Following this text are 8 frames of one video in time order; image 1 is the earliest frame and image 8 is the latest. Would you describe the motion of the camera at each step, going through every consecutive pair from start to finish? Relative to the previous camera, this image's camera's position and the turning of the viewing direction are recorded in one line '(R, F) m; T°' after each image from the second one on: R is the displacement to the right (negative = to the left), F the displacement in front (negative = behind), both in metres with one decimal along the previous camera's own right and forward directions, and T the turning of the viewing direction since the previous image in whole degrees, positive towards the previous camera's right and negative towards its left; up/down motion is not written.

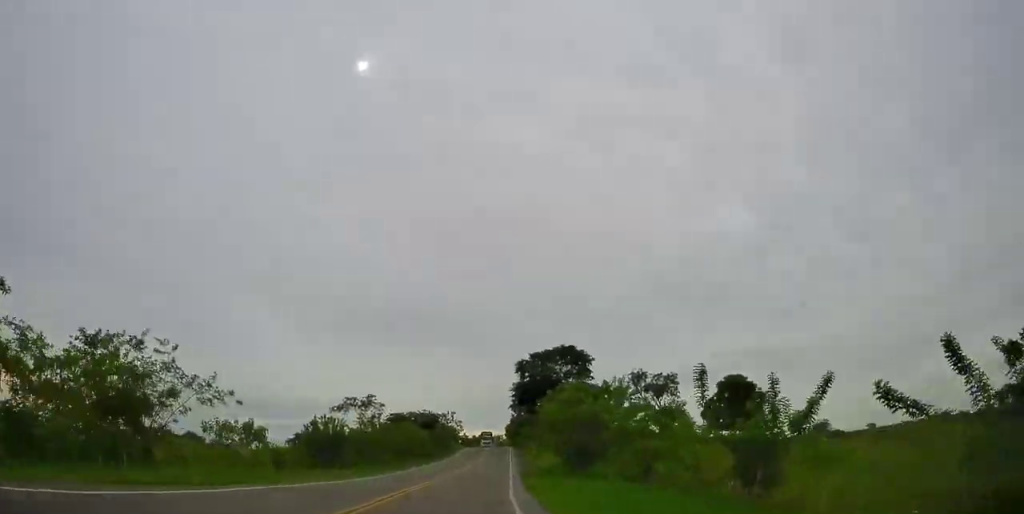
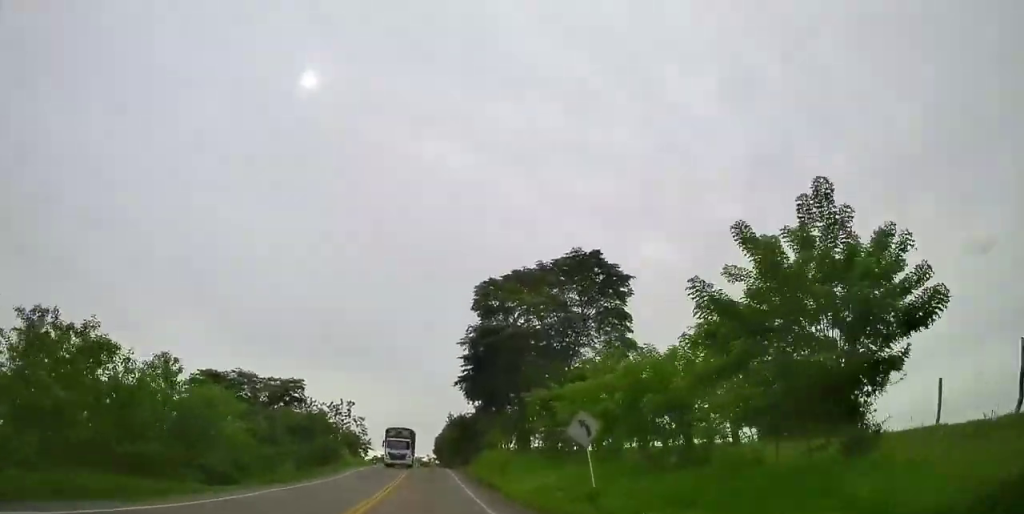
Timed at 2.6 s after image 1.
(+6.4, +49.6) m; +13°
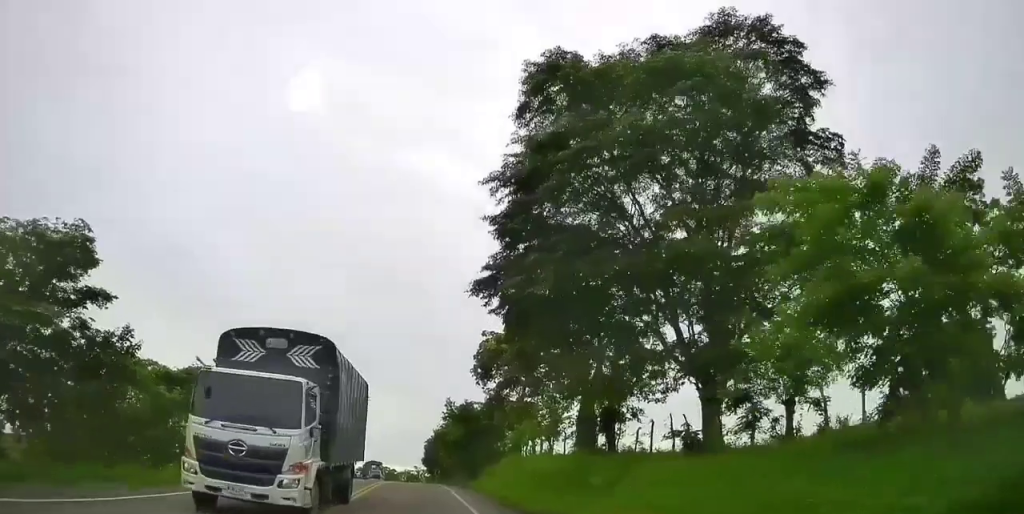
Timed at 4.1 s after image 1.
(-2.1, +26.0) m; +1°
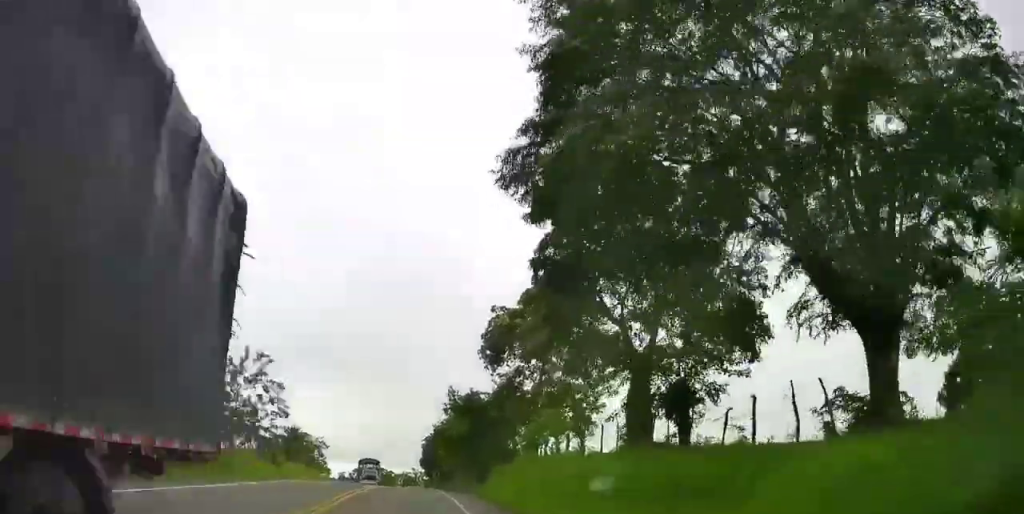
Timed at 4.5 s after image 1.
(-2.8, +7.4) m; +7°
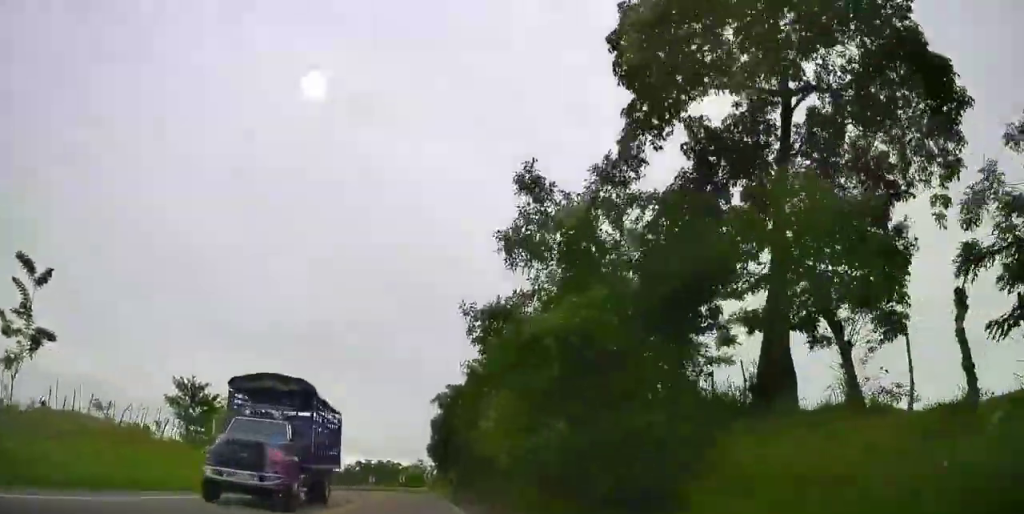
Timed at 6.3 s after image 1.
(+8.1, +30.6) m; +3°
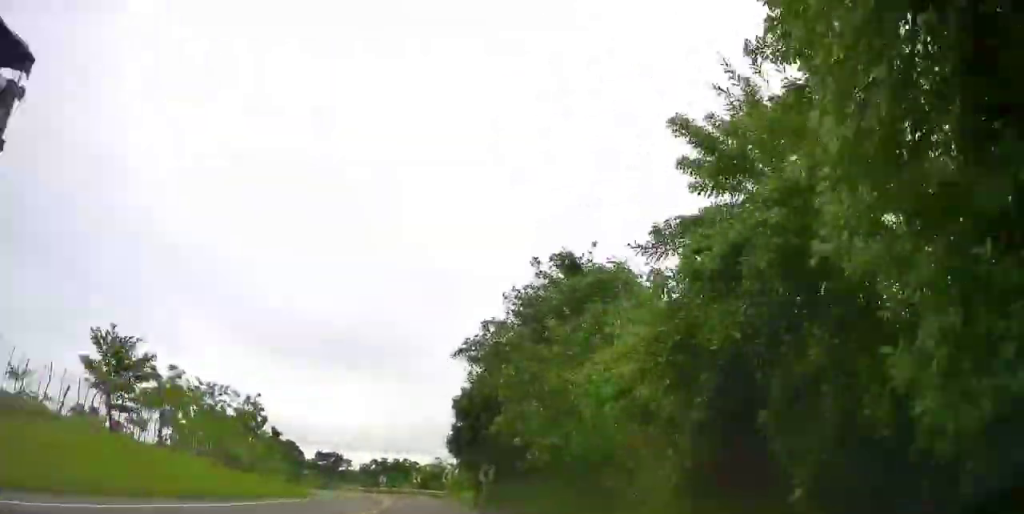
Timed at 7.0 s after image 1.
(-0.6, +10.9) m; -4°
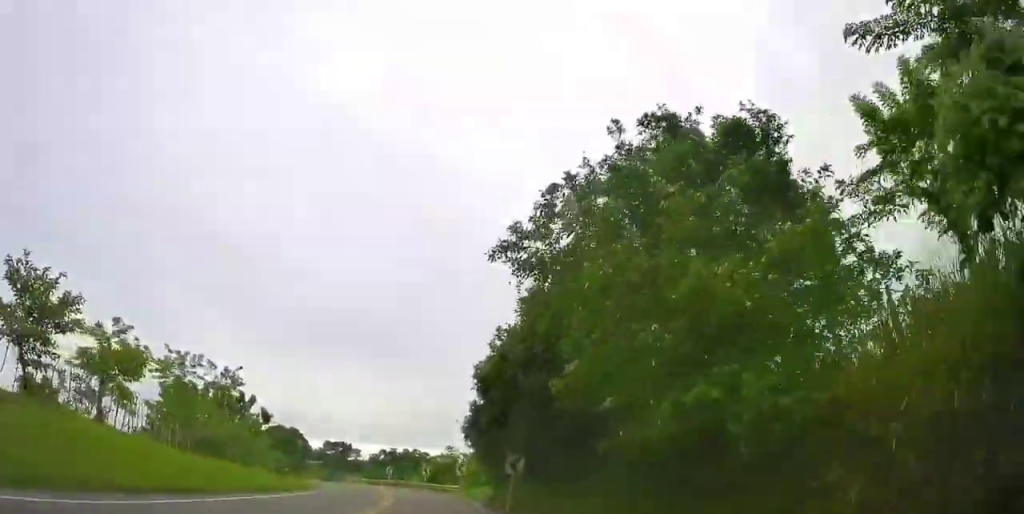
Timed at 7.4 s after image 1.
(+0.2, +6.8) m; -1°
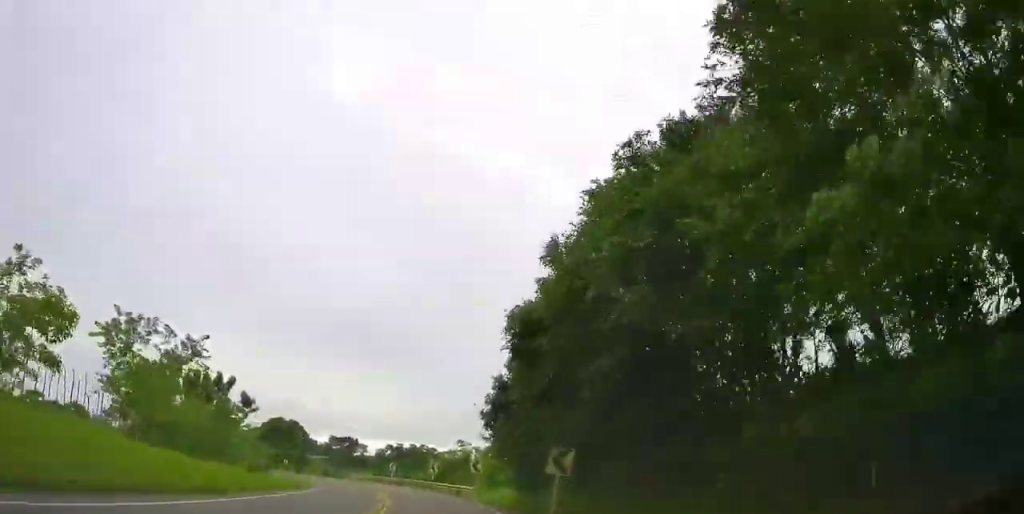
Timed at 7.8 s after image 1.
(-0.1, +7.0) m; -1°
